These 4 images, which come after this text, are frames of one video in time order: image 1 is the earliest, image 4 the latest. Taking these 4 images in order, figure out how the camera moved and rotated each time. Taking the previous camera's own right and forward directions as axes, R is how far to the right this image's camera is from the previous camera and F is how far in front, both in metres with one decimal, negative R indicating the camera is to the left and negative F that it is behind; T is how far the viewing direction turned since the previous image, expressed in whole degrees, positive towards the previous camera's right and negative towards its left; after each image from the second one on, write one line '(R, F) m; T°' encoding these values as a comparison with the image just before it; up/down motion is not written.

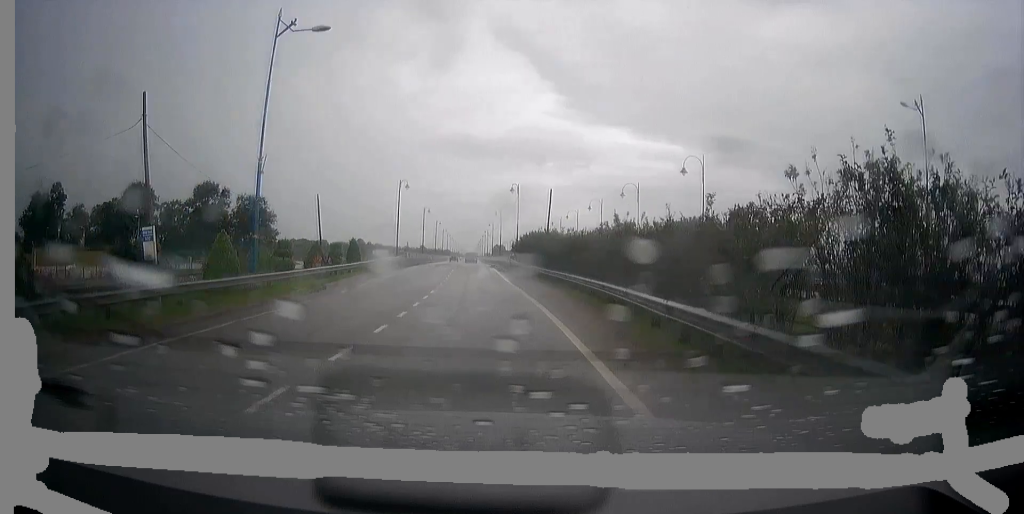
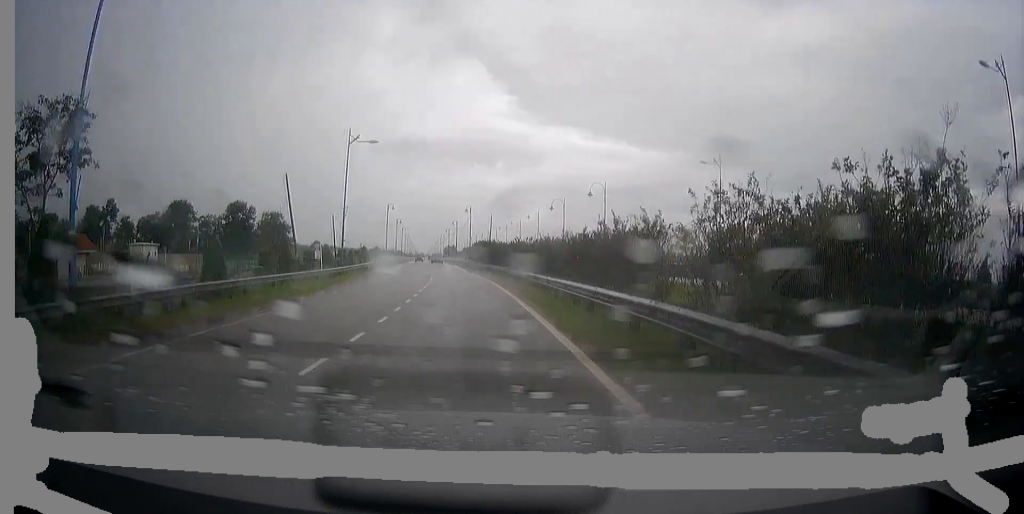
(-0.4, +24.1) m; -2°
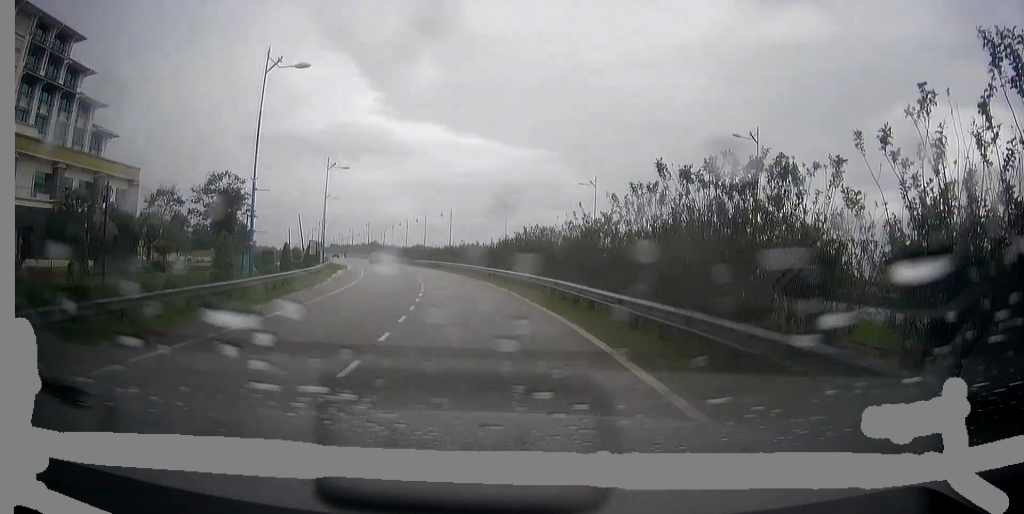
(-4.5, +51.9) m; -12°
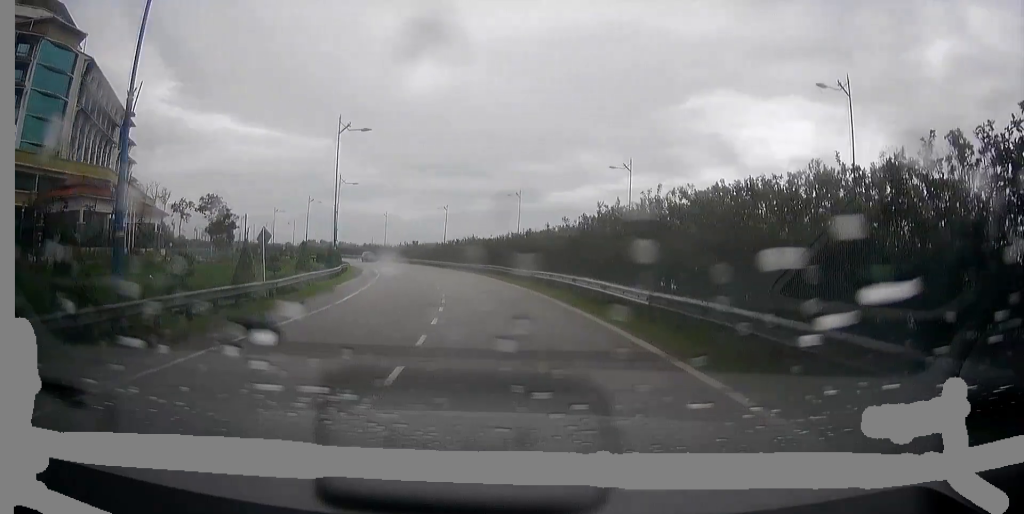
(-20.4, +82.3) m; -26°
